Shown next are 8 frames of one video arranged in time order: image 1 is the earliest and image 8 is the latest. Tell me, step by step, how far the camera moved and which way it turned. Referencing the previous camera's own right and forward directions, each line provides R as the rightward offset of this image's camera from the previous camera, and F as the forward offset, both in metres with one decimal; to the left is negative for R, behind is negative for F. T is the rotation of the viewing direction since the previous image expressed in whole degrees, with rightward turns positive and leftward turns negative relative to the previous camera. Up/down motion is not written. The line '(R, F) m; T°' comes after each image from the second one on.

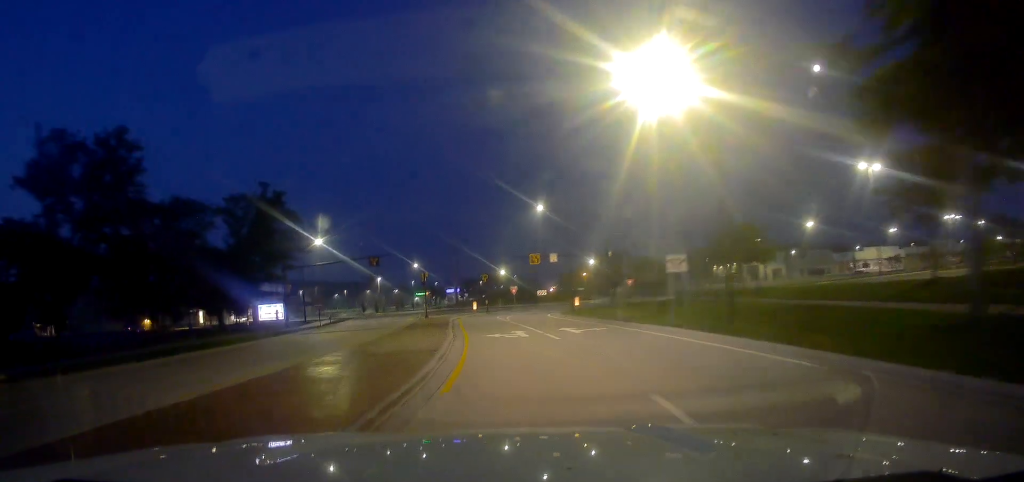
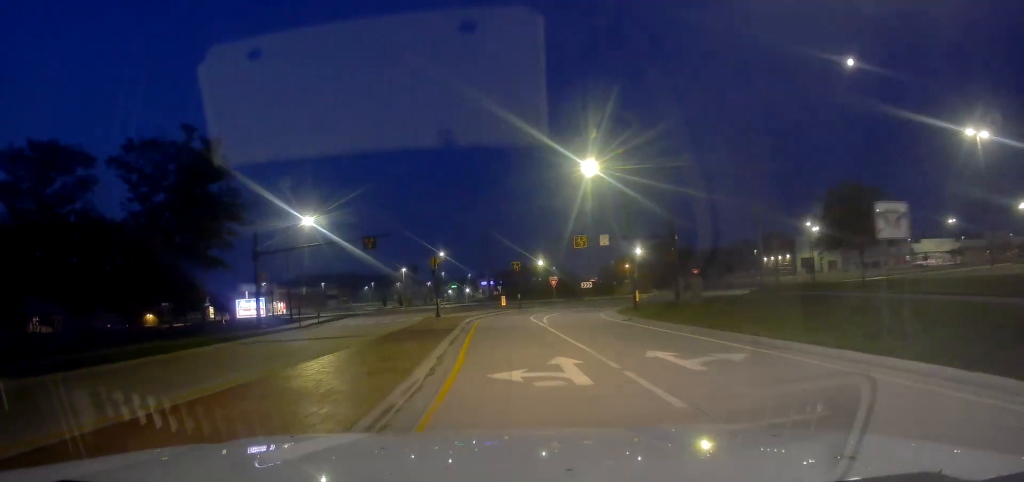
(-0.2, +14.1) m; -3°
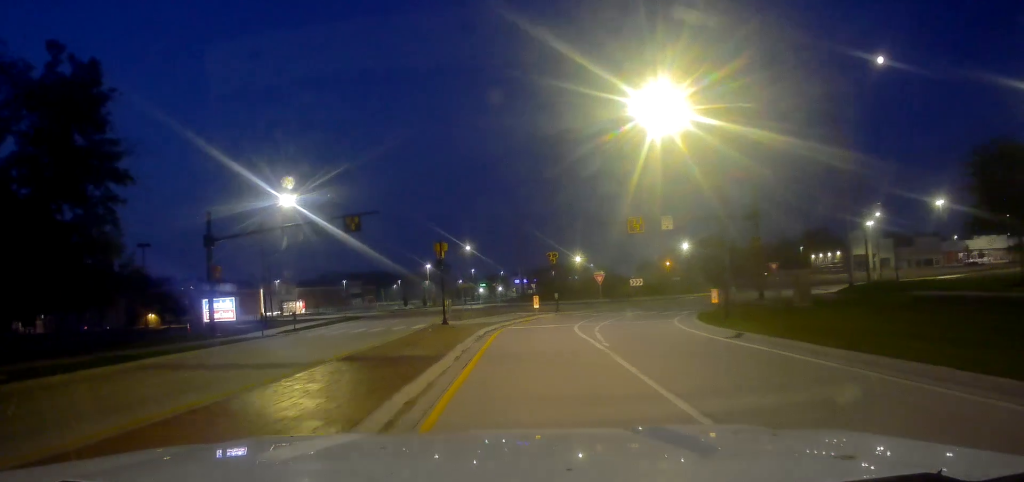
(+0.1, +12.2) m; -4°
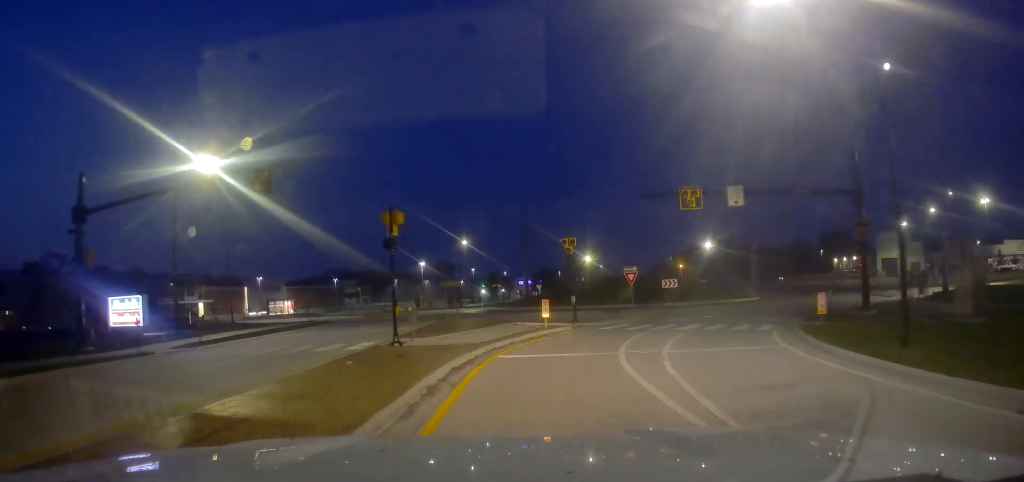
(-1.3, +12.6) m; -1°
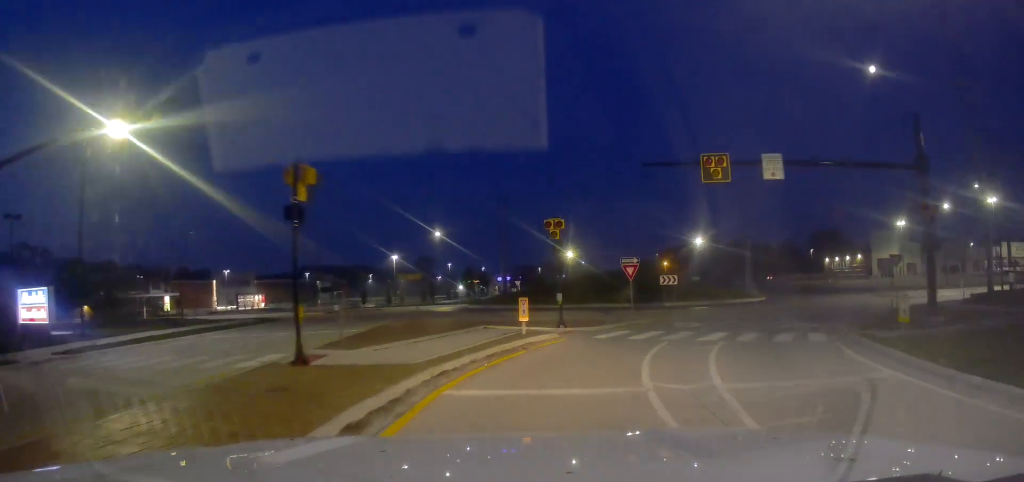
(+0.5, +6.6) m; +4°
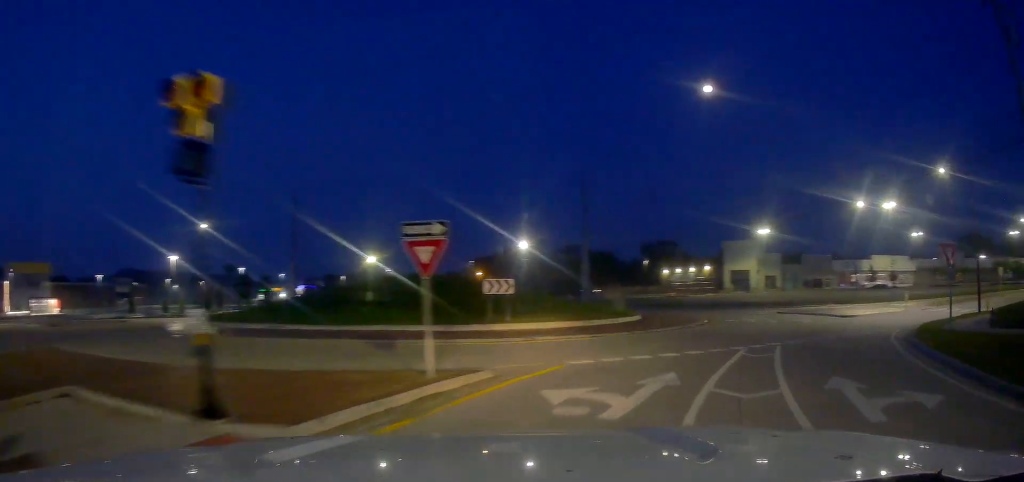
(+1.9, +17.3) m; +15°
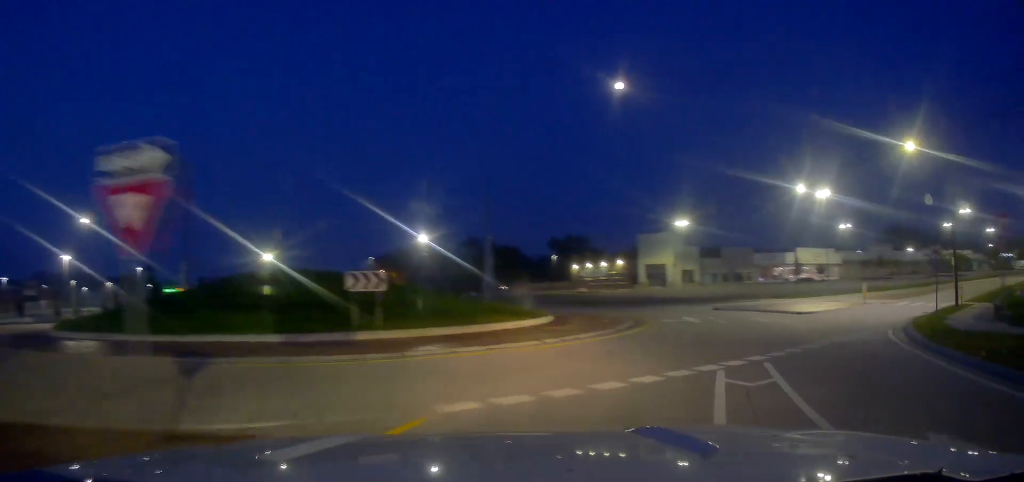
(+0.2, +6.1) m; +8°
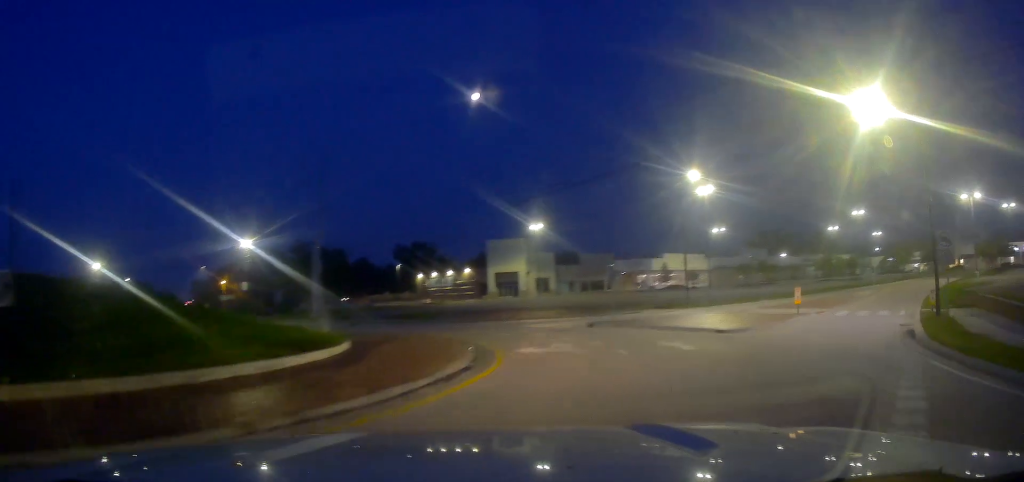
(+1.3, +10.1) m; +12°
